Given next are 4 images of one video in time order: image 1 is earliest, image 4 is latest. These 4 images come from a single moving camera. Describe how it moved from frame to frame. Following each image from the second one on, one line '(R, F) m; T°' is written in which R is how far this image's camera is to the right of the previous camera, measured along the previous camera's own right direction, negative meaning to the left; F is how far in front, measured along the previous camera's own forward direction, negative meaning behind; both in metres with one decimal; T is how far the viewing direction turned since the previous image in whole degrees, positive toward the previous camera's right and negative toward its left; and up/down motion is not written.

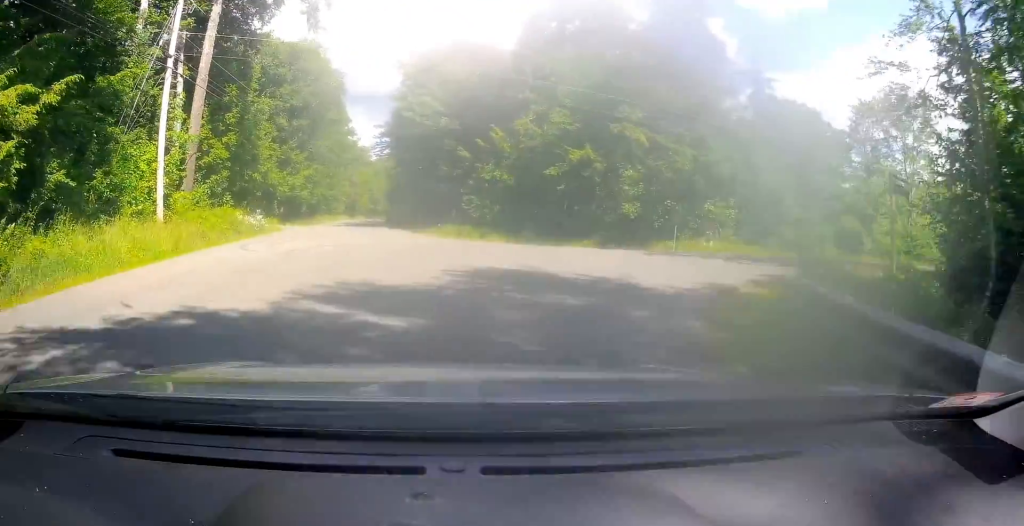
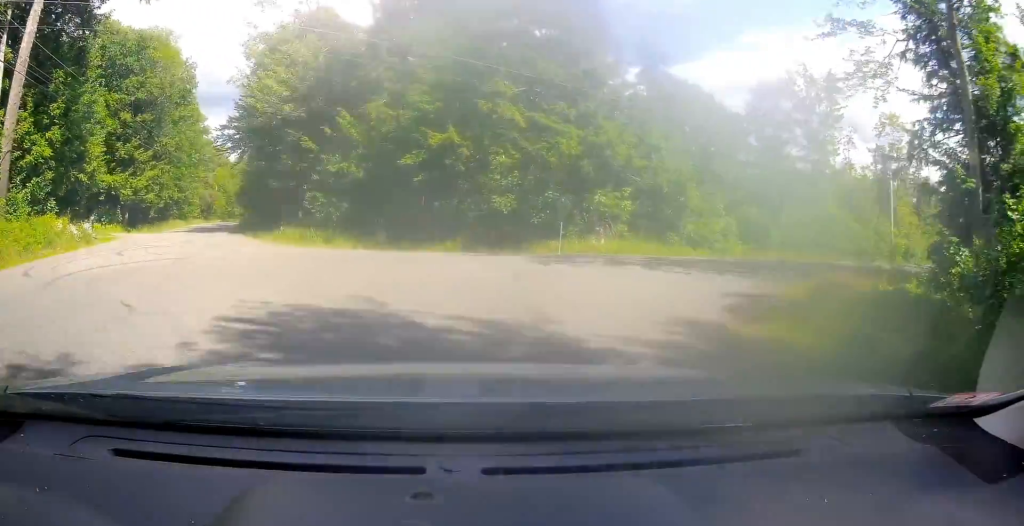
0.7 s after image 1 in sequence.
(+0.4, +5.4) m; +13°
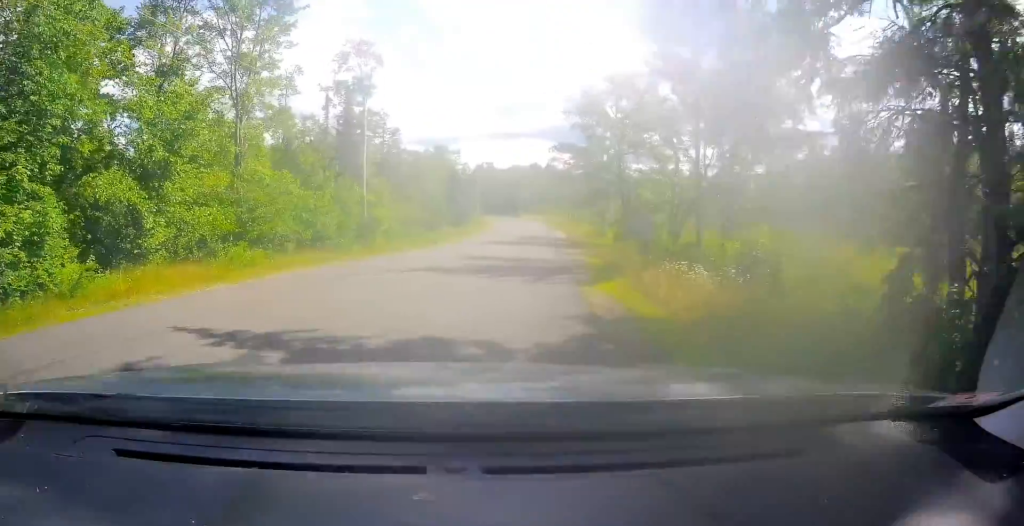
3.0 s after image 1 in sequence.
(+7.7, +15.0) m; +48°
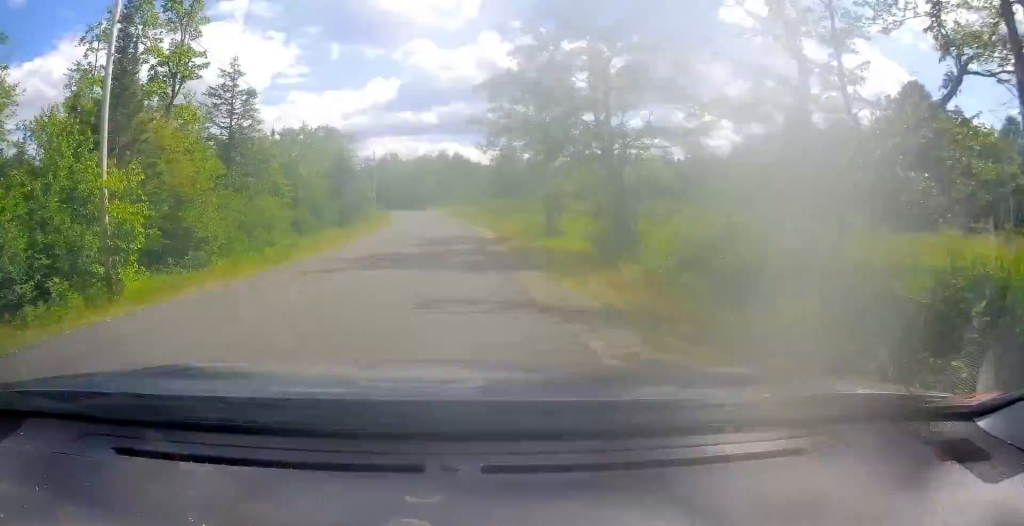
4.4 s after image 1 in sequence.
(+2.4, +14.9) m; +14°
